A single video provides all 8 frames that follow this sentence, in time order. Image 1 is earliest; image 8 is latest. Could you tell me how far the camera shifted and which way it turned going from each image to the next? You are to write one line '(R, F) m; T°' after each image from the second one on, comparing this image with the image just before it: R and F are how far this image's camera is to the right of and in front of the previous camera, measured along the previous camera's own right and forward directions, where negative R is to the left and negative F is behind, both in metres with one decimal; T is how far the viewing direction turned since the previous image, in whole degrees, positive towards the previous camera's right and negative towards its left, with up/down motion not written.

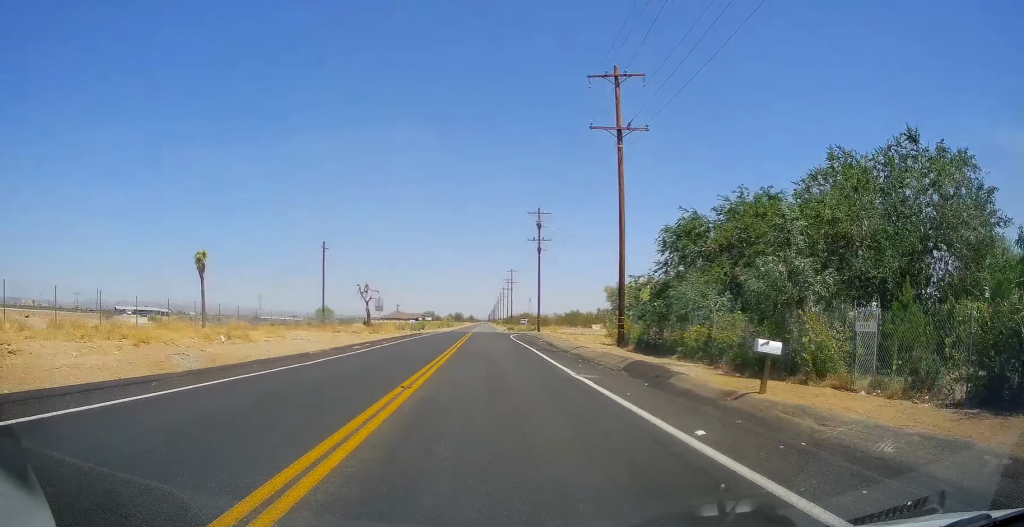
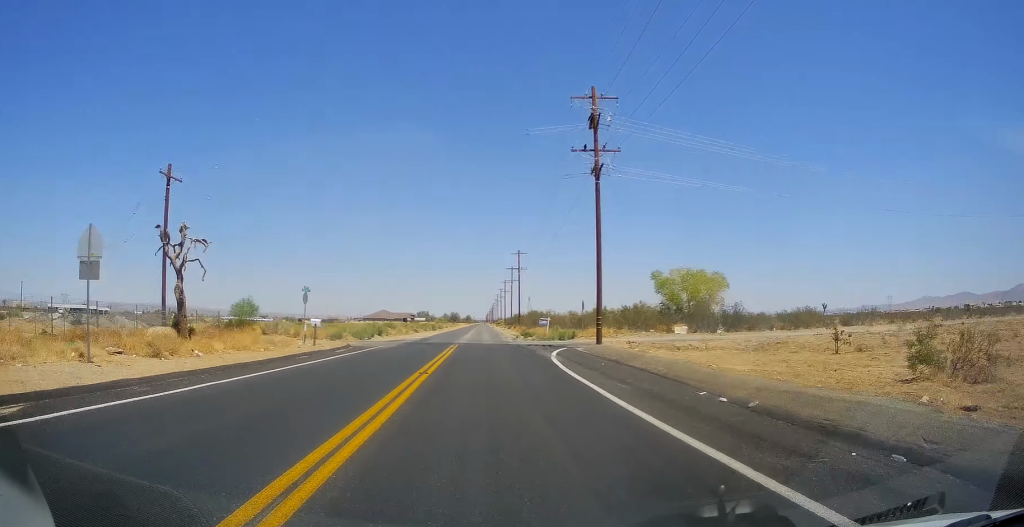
(0.0, +42.3) m; 0°
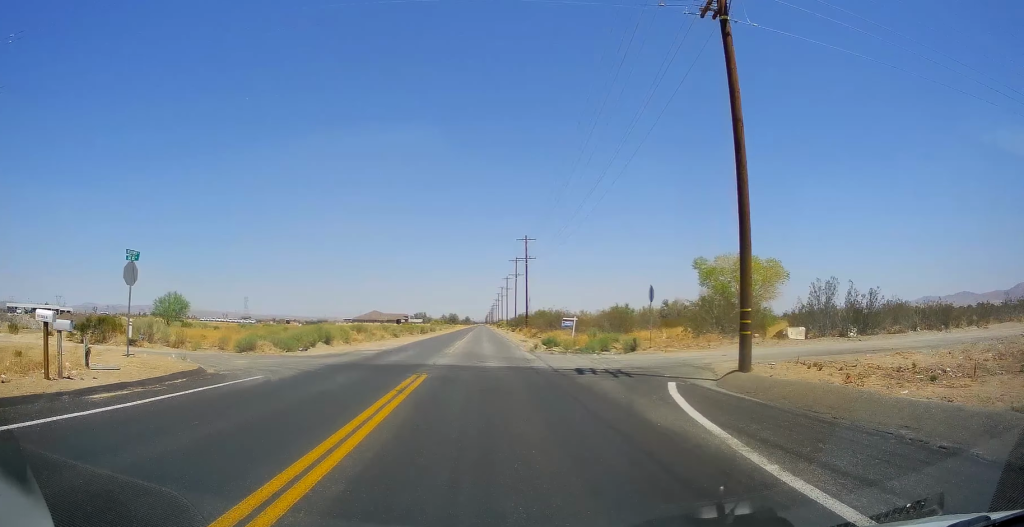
(0.0, +21.9) m; 0°
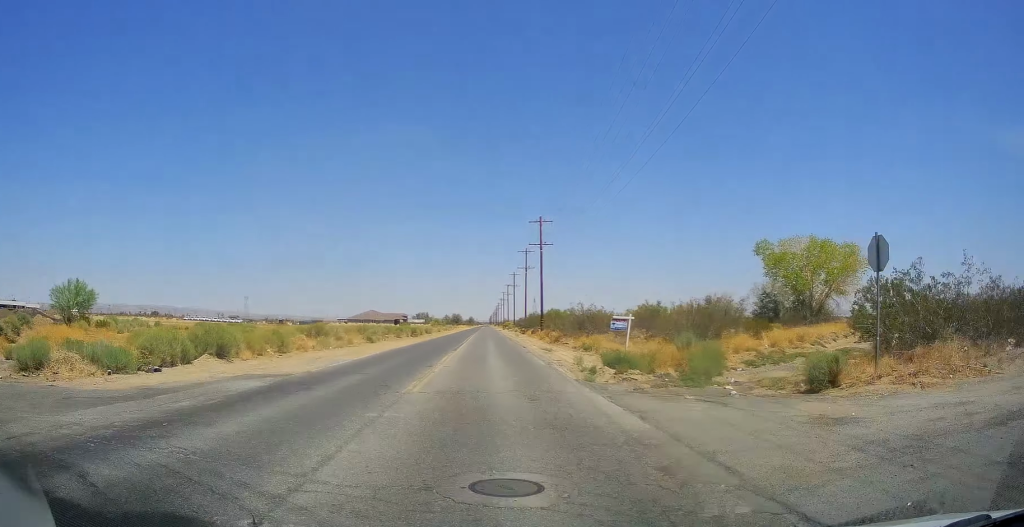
(0.0, +18.9) m; 0°
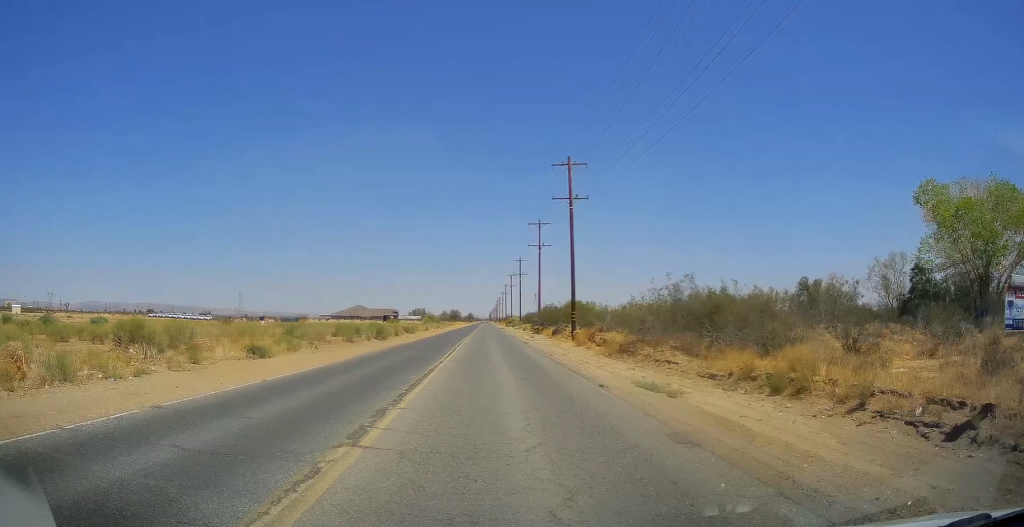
(0.0, +26.7) m; 0°
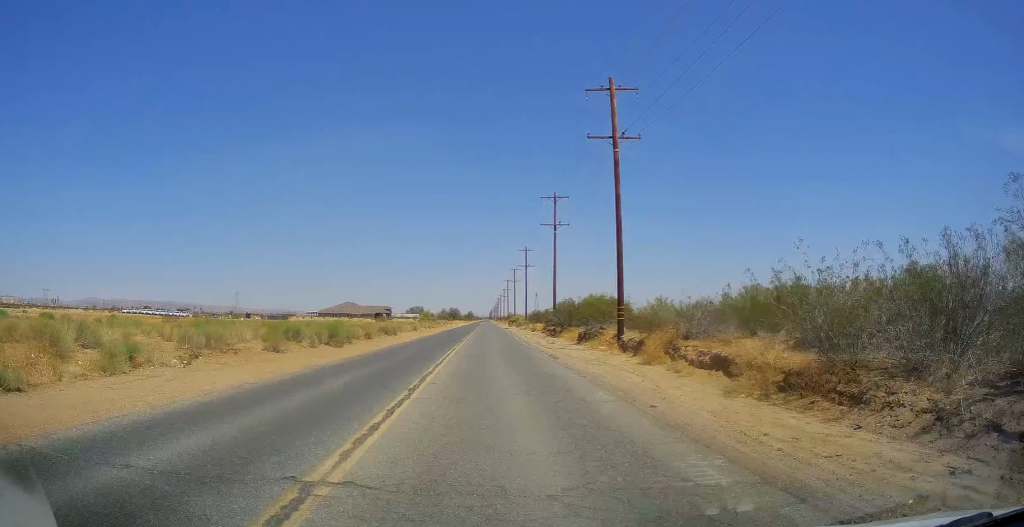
(0.0, +17.6) m; 0°
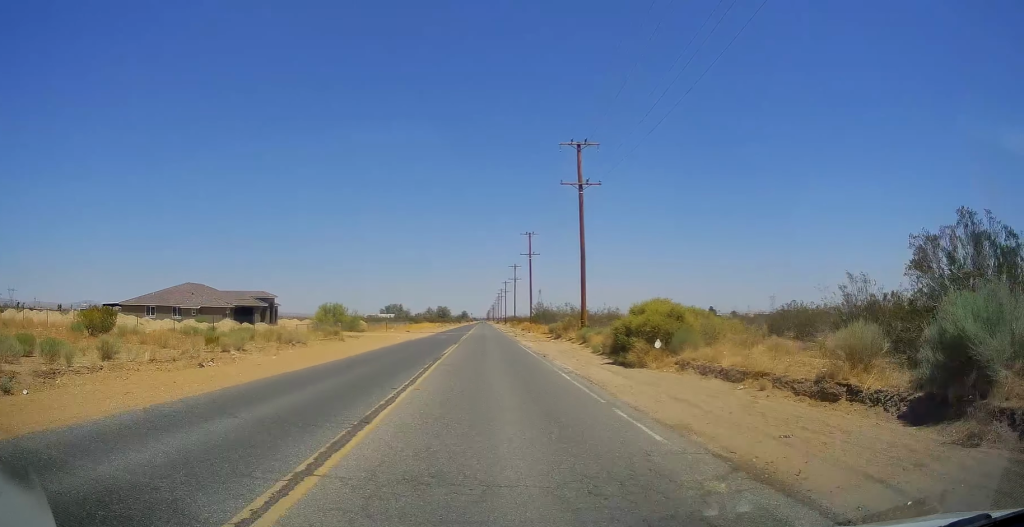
(0.0, +117.3) m; 0°
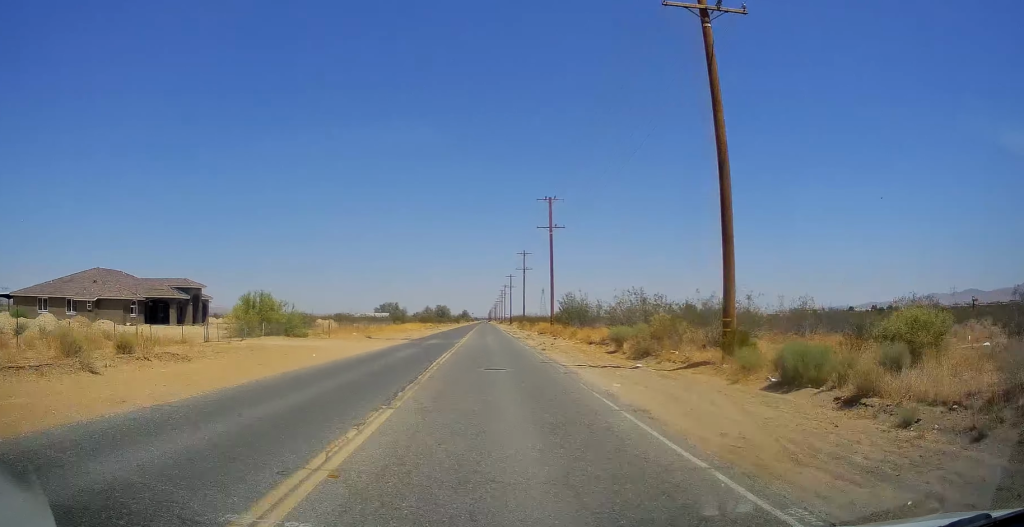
(0.0, +27.0) m; 0°
